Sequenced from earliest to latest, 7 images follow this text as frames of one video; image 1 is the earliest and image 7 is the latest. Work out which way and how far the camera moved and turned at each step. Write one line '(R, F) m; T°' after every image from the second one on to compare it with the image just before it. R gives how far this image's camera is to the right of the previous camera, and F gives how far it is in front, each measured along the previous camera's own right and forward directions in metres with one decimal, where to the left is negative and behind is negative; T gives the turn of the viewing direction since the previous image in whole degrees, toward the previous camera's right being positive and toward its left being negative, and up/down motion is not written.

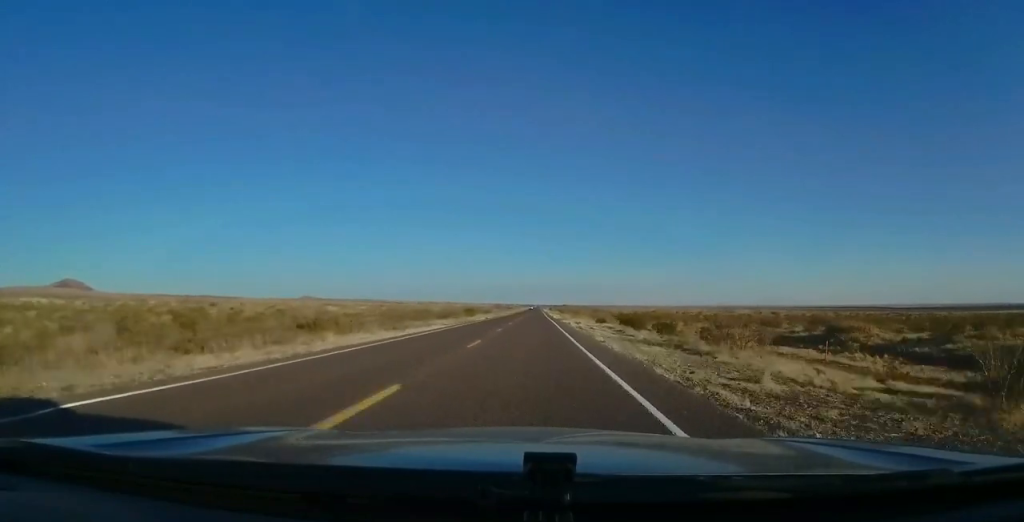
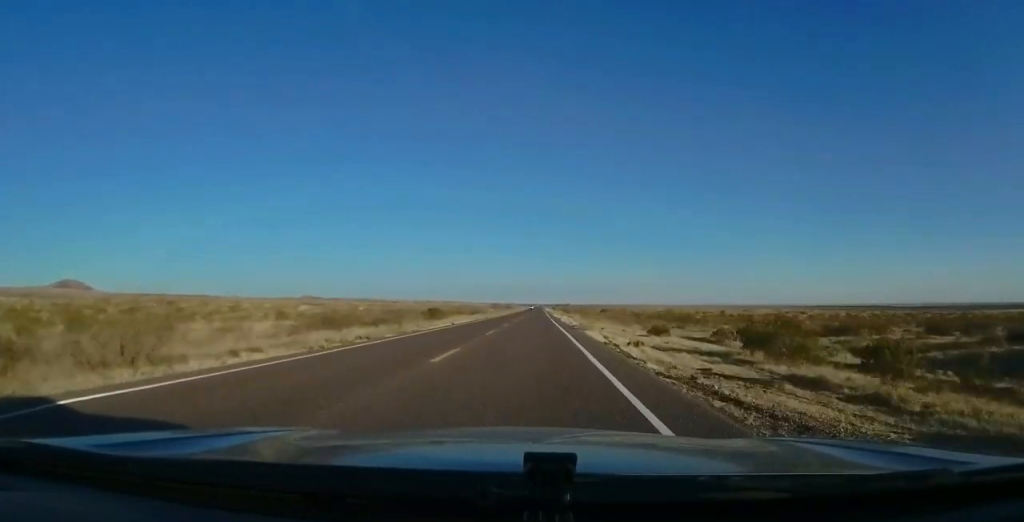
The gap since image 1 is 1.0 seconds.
(-0.5, +29.7) m; -1°
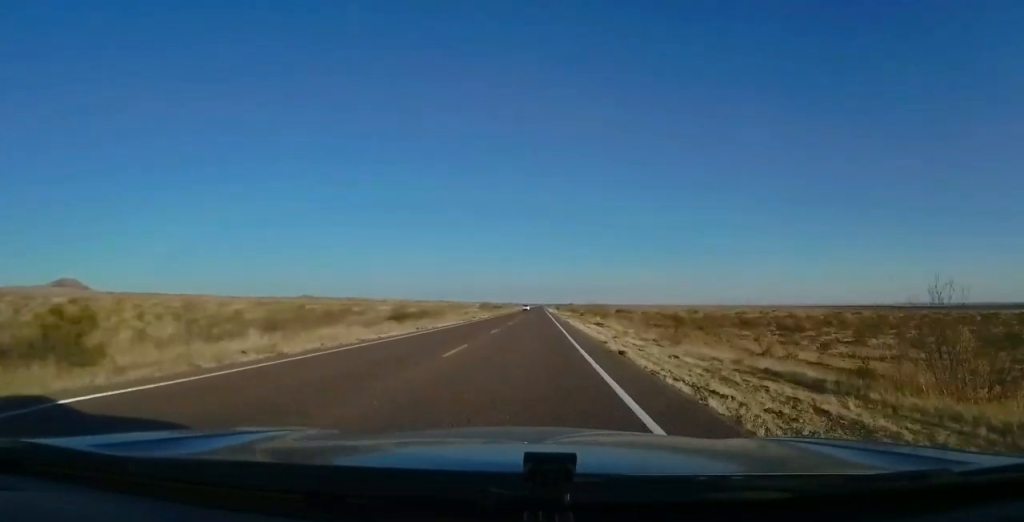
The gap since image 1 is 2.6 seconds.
(-0.2, +47.4) m; +1°
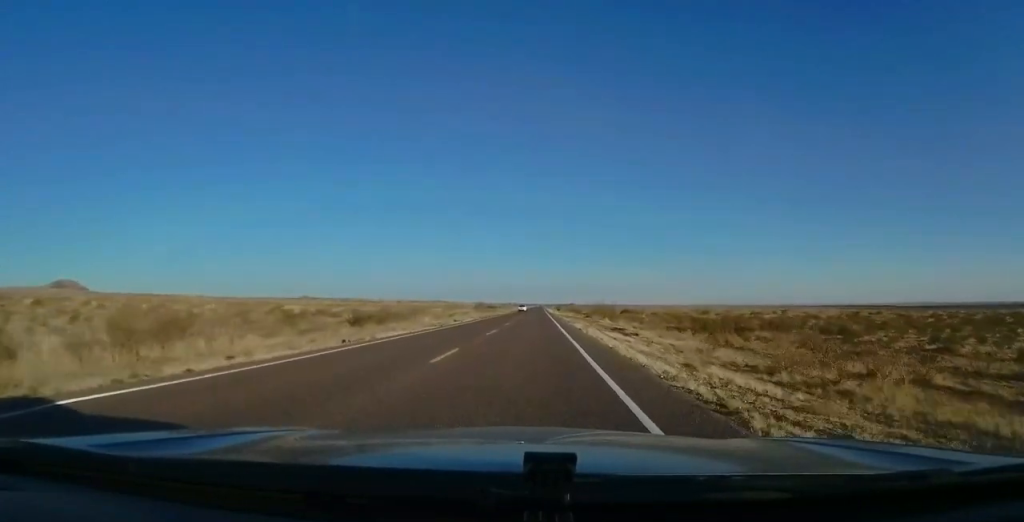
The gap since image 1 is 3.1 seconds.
(+0.1, +13.7) m; 0°
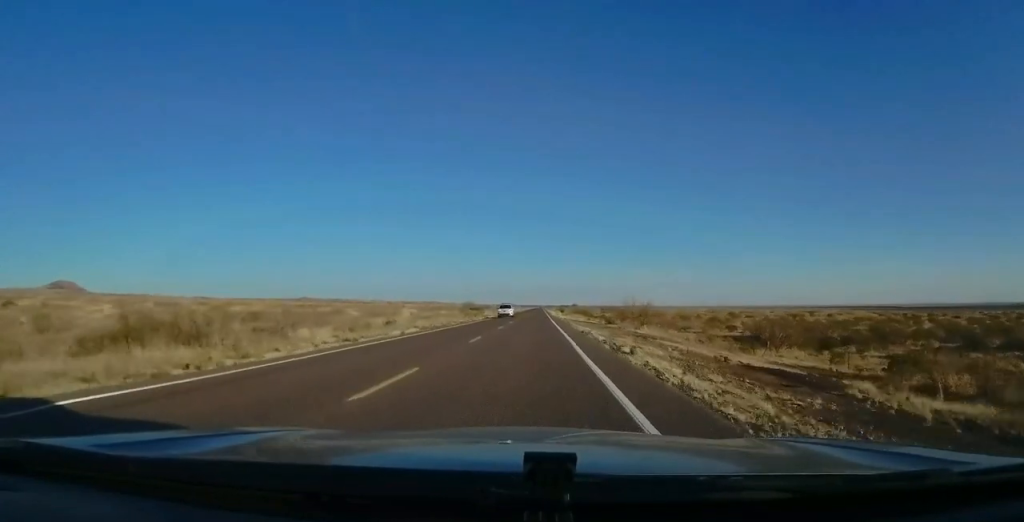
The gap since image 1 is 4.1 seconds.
(0.0, +29.4) m; 0°
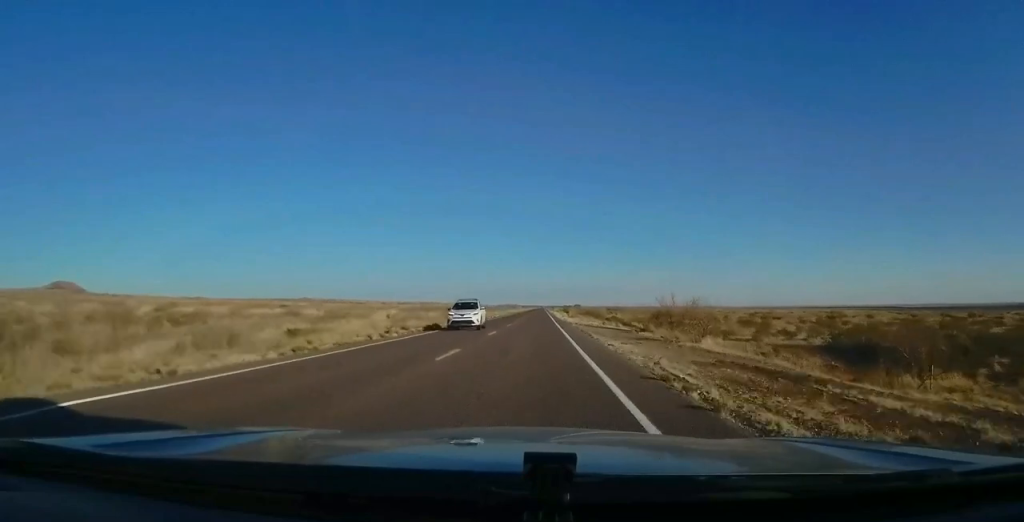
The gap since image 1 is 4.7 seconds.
(-0.1, +18.5) m; 0°
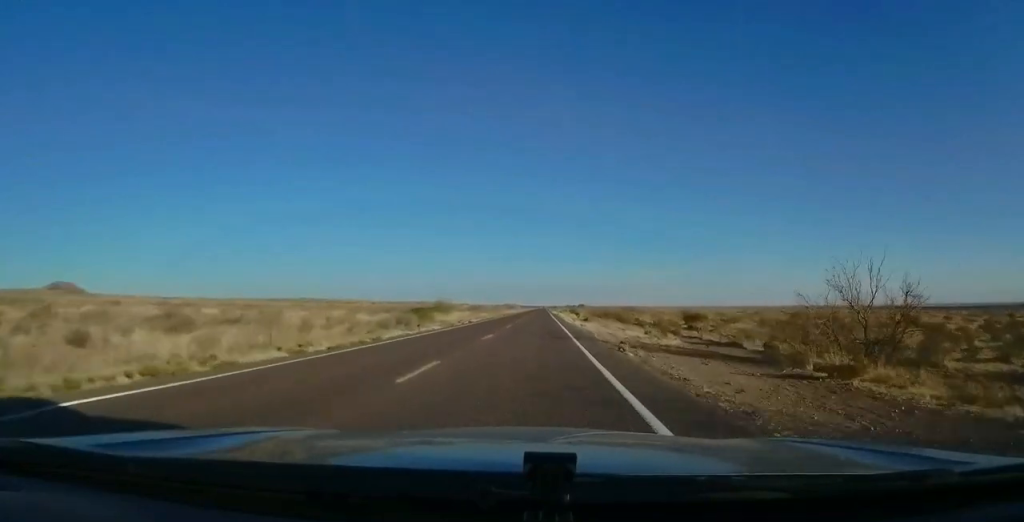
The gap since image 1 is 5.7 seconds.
(0.0, +28.3) m; +1°
